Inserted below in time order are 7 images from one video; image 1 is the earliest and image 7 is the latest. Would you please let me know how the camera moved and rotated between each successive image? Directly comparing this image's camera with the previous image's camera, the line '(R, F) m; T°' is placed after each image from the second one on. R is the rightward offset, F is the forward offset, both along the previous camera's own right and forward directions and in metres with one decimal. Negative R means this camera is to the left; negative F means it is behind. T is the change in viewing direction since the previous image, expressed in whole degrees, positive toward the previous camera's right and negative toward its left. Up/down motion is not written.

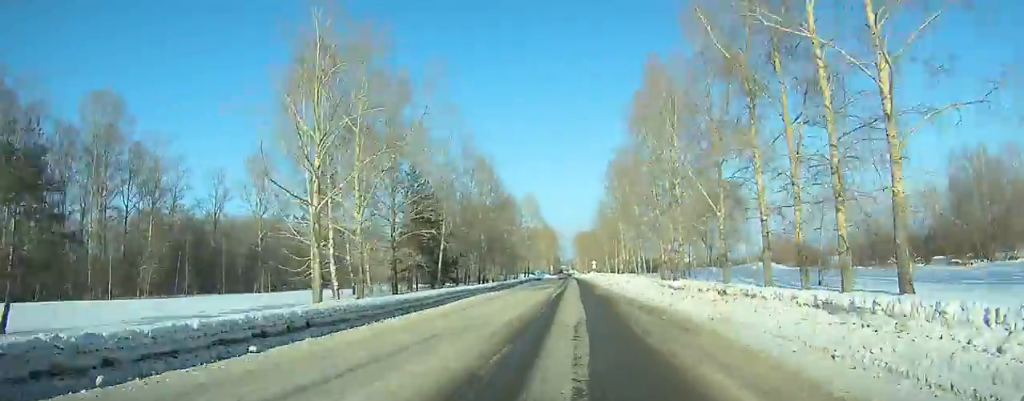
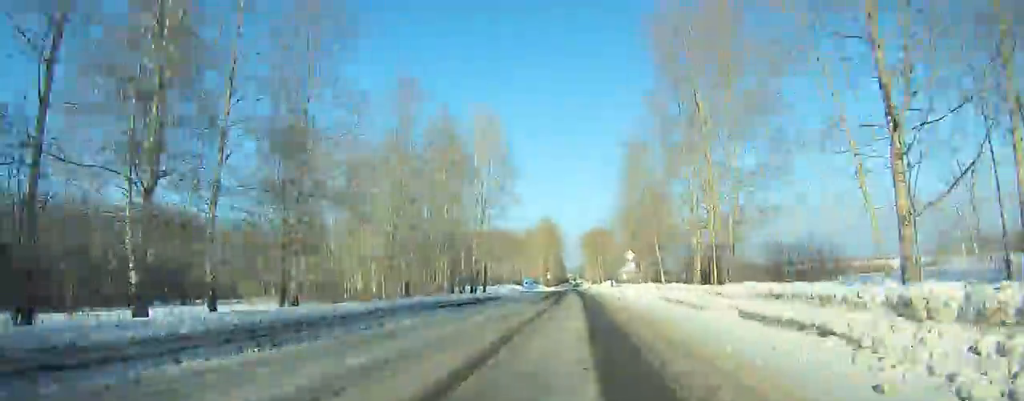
(-0.7, +78.8) m; 0°
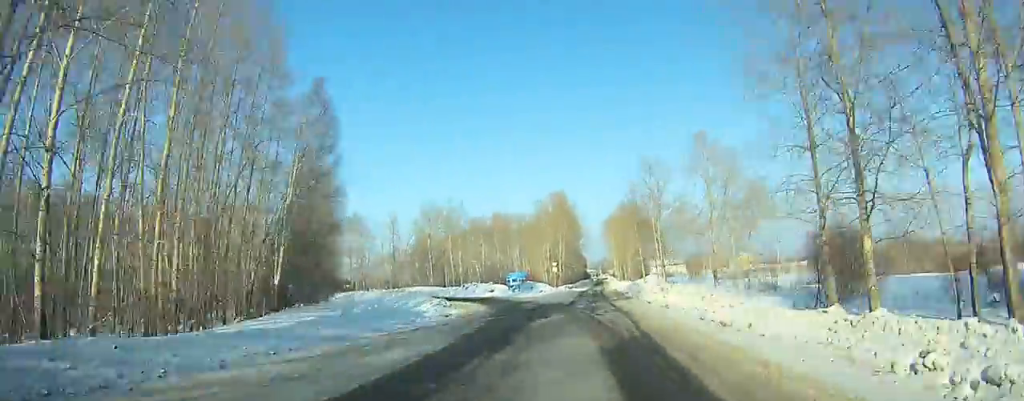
(-0.9, +66.3) m; -5°
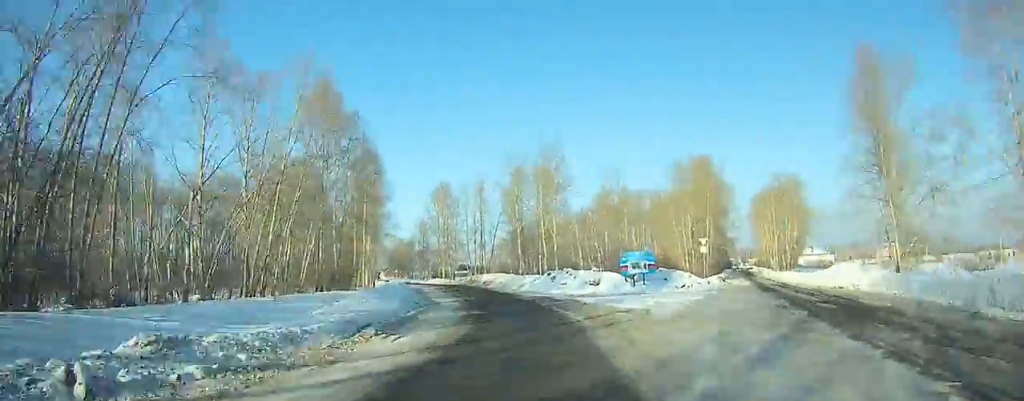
(-2.7, +42.2) m; -11°
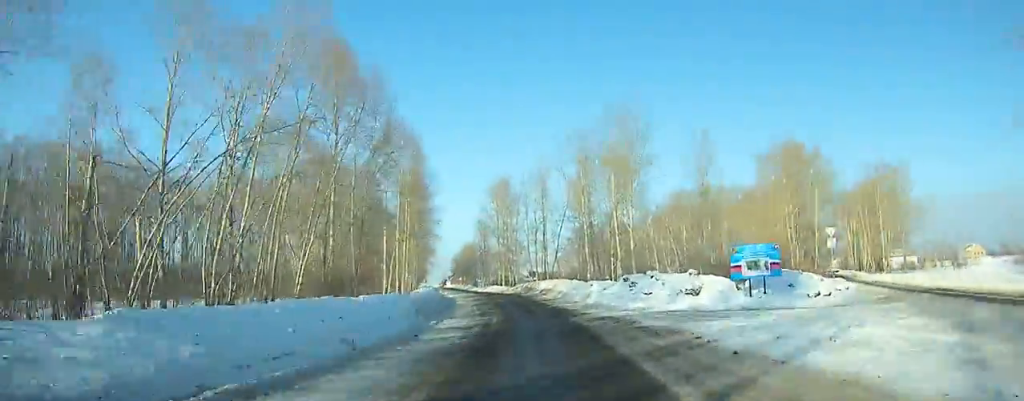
(-0.6, +18.3) m; -6°
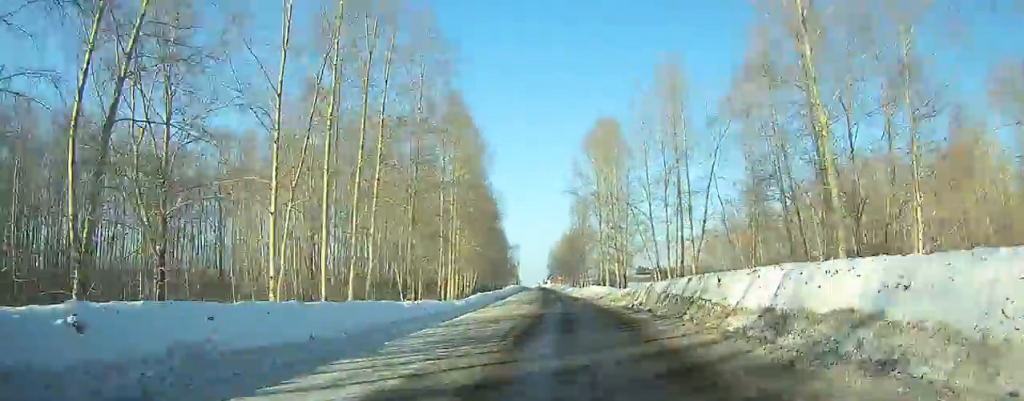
(-6.0, +48.9) m; -11°
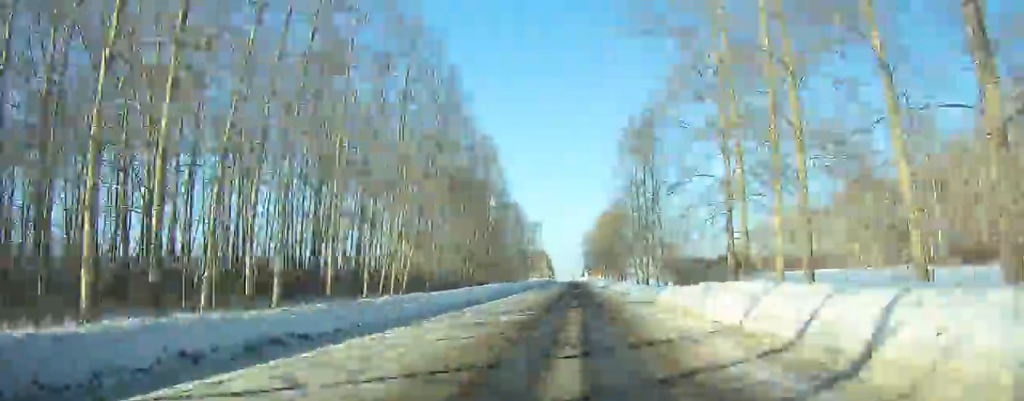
(-2.9, +64.7) m; -3°
